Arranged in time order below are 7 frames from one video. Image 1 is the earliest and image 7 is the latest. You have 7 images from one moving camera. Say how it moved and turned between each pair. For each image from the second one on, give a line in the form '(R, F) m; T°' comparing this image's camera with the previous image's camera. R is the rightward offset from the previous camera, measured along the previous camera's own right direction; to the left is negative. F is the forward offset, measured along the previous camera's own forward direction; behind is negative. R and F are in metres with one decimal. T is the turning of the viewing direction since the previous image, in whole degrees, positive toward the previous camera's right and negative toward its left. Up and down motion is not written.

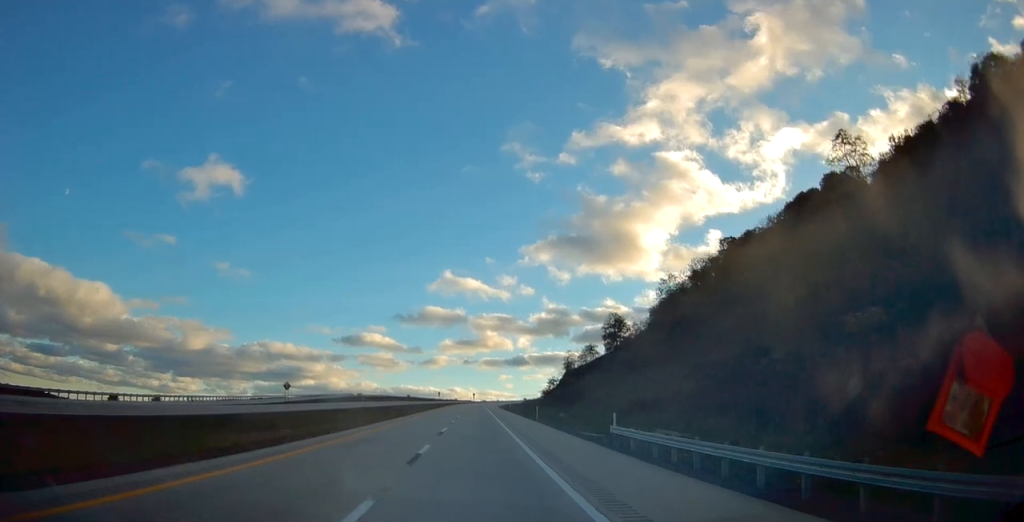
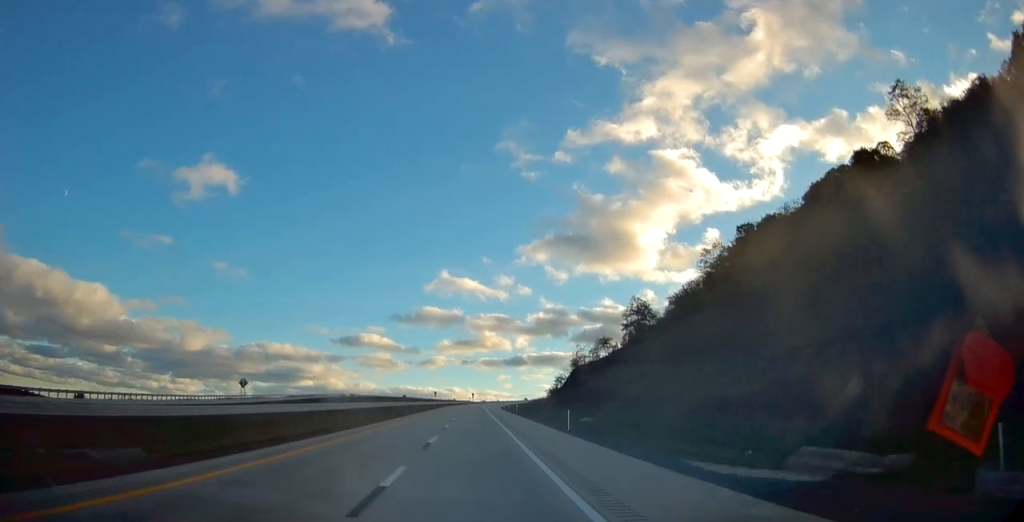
(-0.1, +19.6) m; 0°
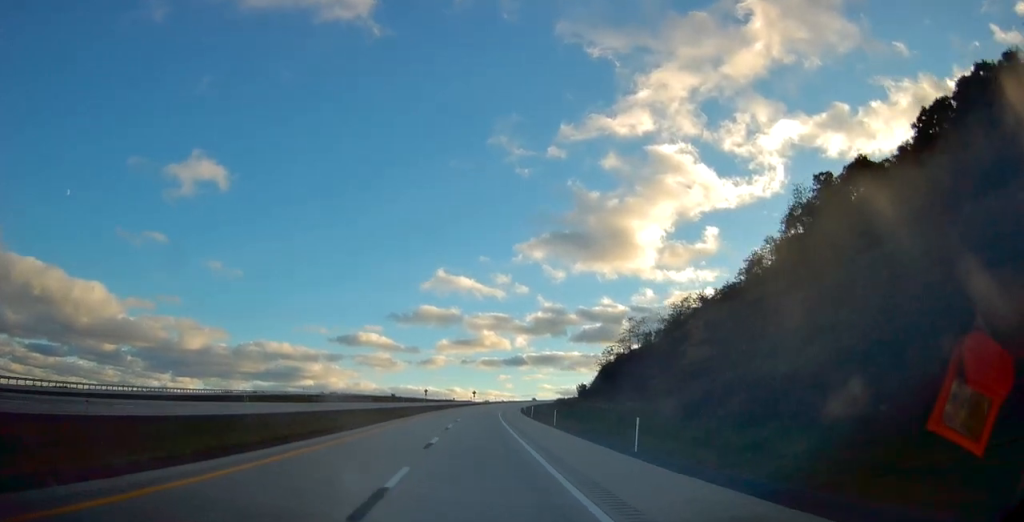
(+0.3, +60.7) m; +1°
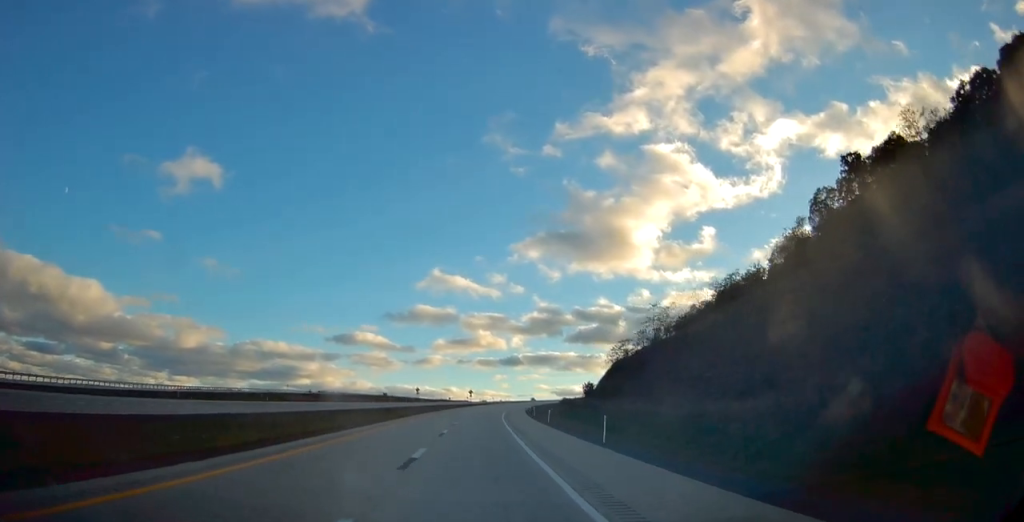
(+0.2, +18.6) m; 0°
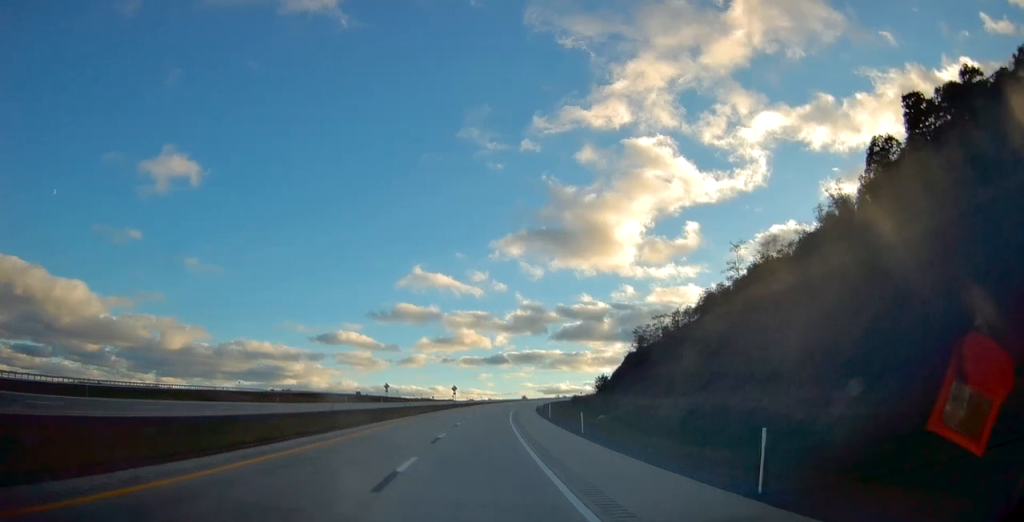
(+0.1, +40.1) m; +1°
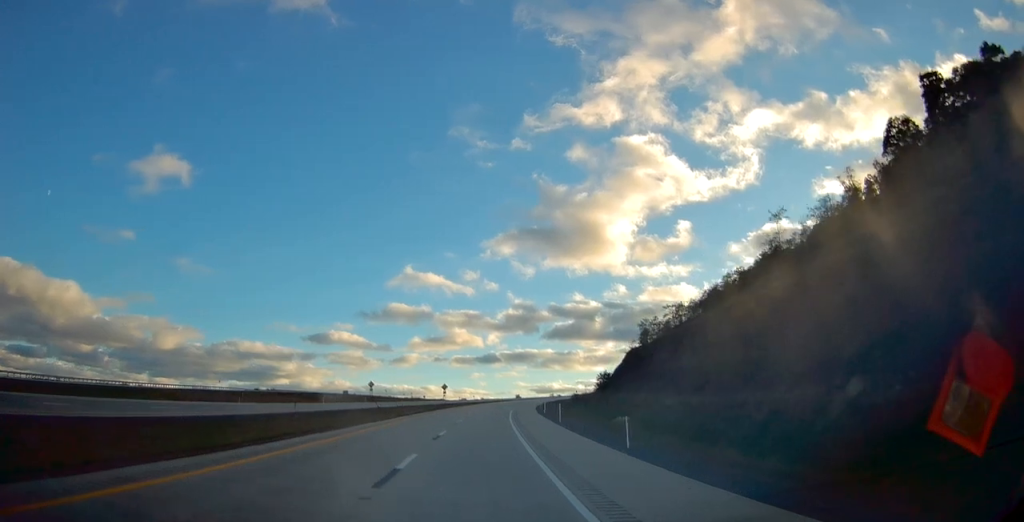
(+0.1, +11.7) m; +1°
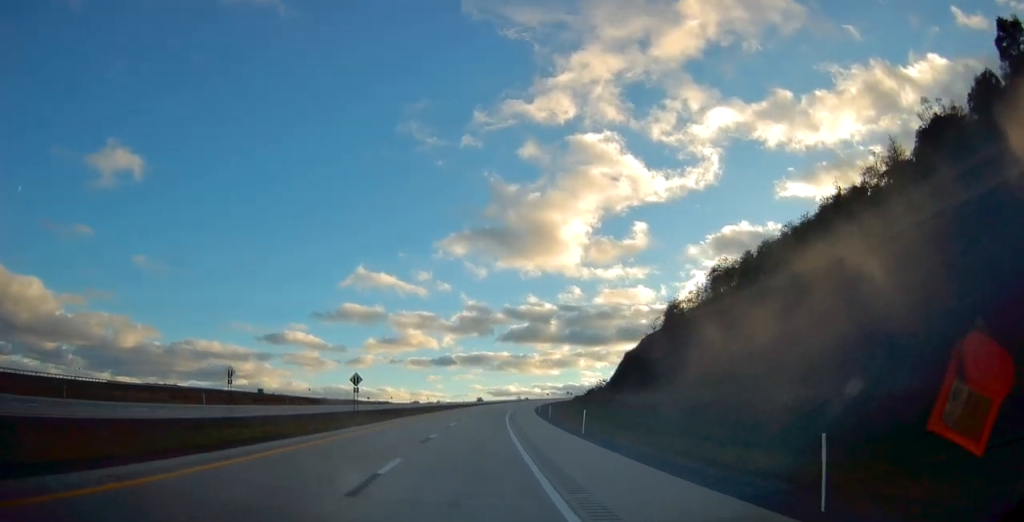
(+1.6, +61.6) m; +4°
